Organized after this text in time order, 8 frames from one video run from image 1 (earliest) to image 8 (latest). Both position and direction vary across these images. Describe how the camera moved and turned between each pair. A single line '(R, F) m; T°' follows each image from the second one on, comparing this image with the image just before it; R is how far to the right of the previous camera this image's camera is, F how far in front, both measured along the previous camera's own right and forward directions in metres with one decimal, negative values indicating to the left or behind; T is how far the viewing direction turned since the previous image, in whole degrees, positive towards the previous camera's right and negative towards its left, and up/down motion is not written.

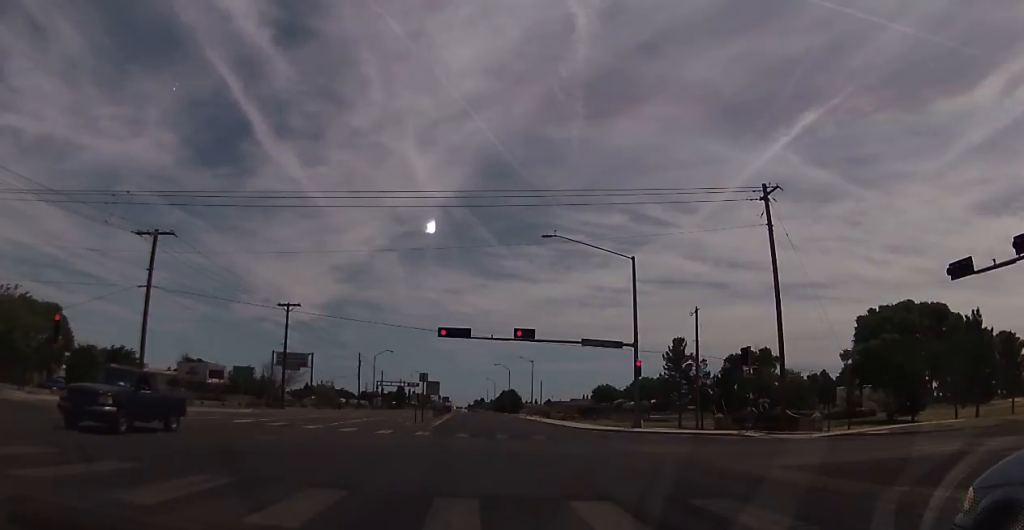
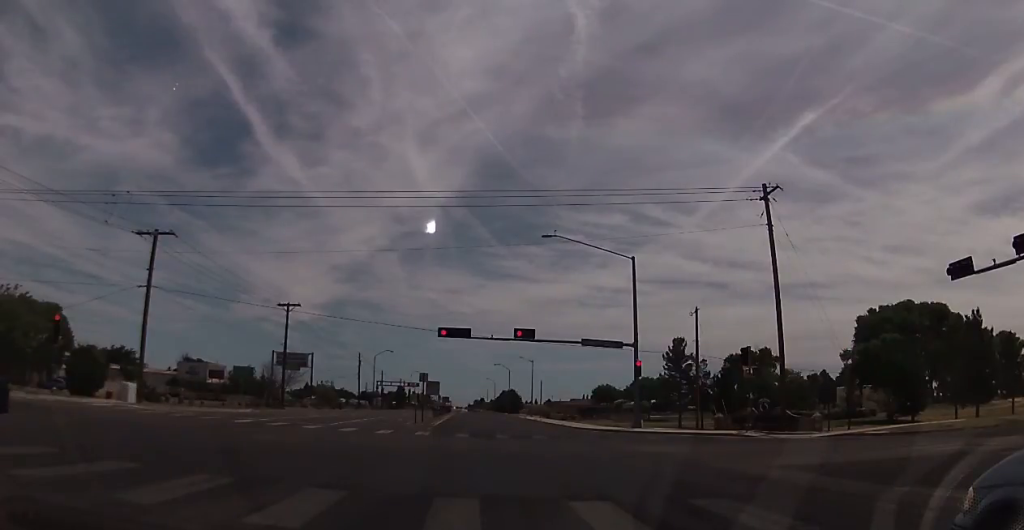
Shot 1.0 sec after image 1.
(0.0, 0.0) m; 0°
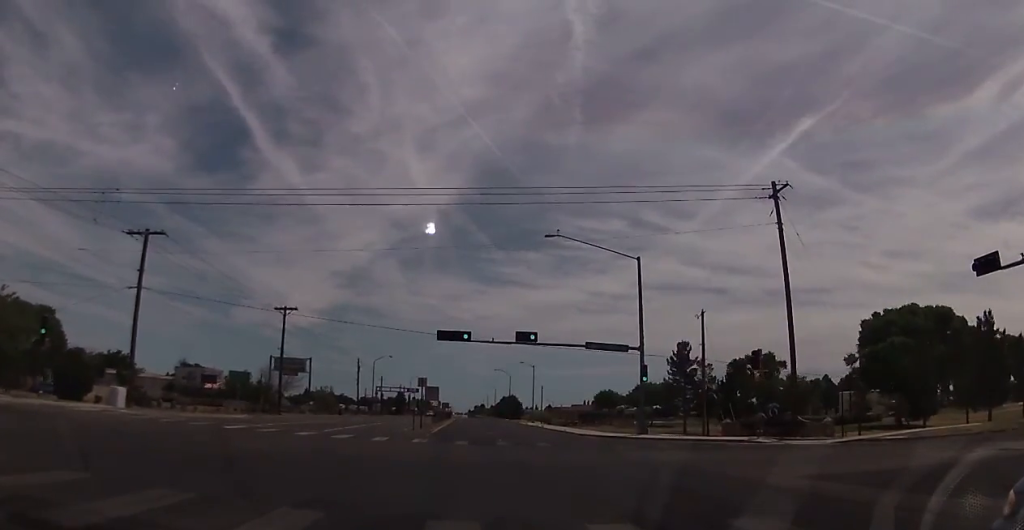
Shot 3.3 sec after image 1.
(0.0, +0.1) m; 0°
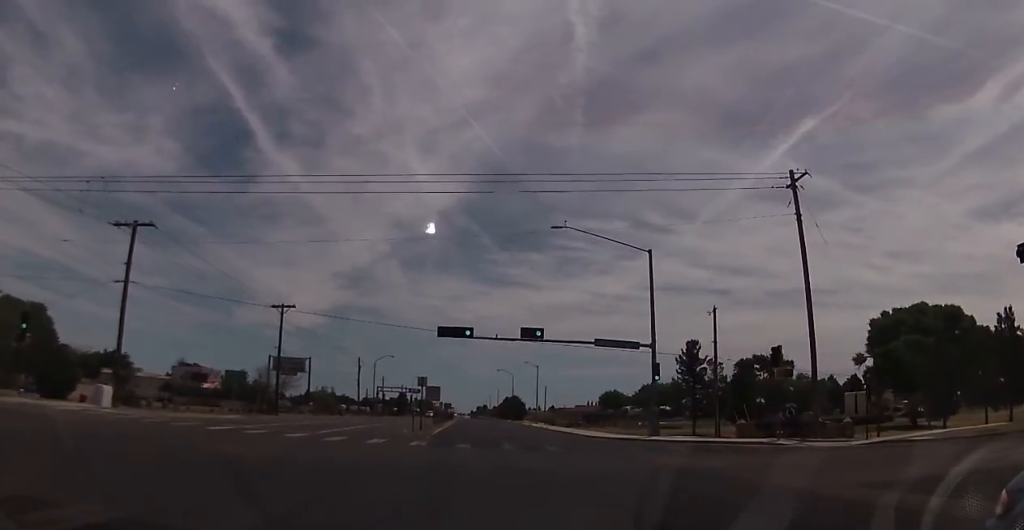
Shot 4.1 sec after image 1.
(0.0, +1.6) m; 0°
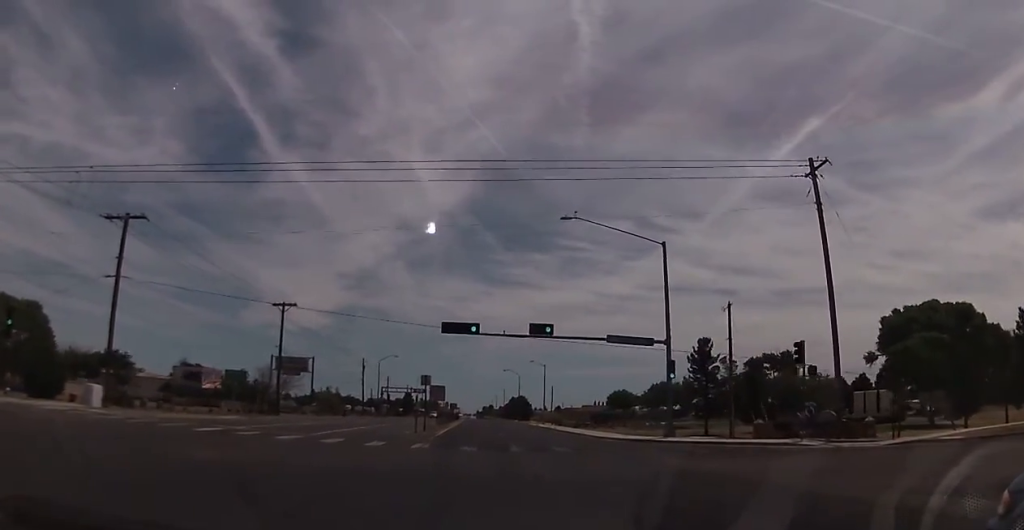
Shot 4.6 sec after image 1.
(0.0, +1.4) m; 0°
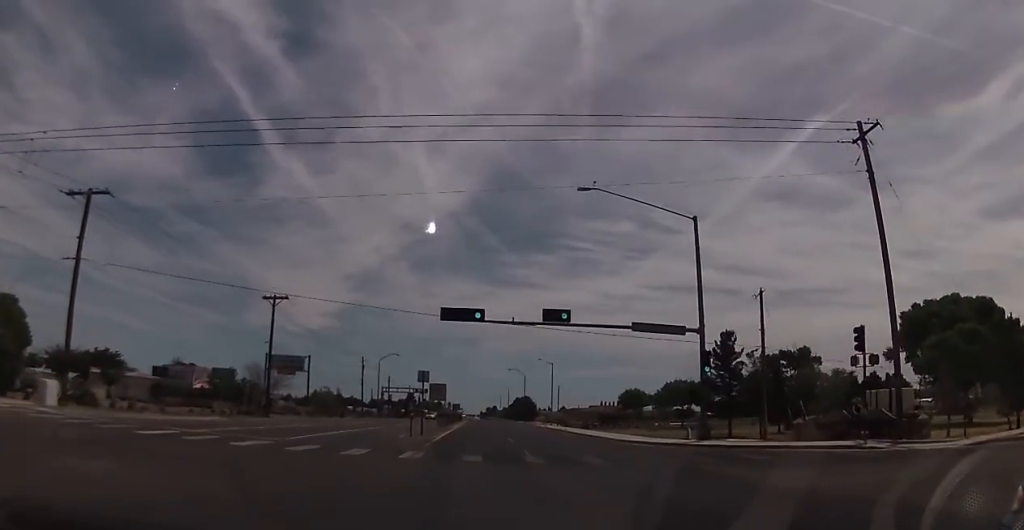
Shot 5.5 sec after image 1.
(0.0, +4.7) m; 0°
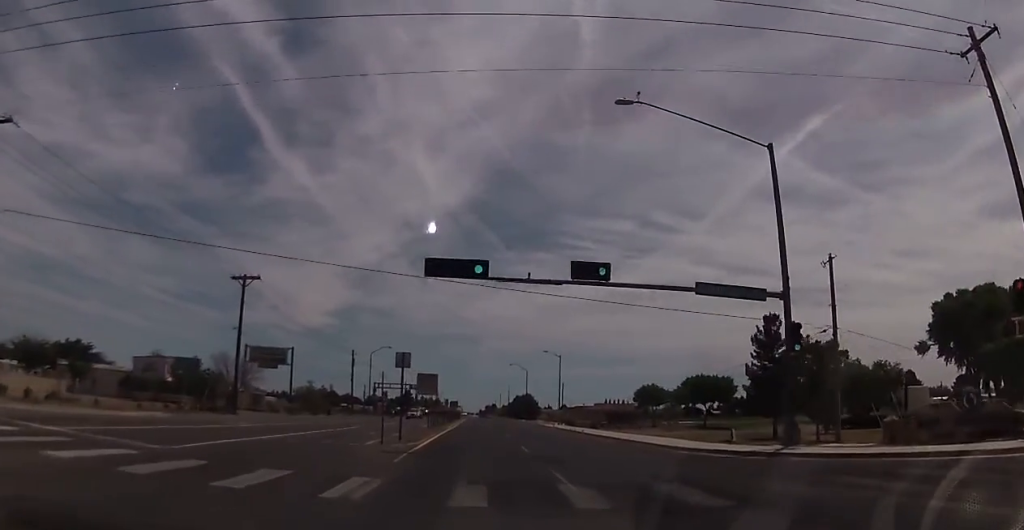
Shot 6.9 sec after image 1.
(-0.4, +9.2) m; -4°
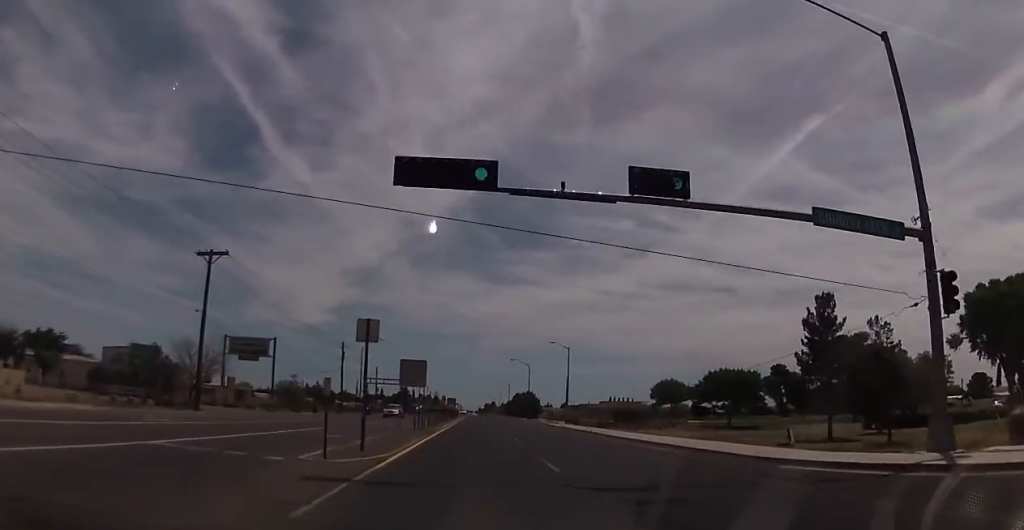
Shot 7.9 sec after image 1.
(-0.1, +8.3) m; +2°
